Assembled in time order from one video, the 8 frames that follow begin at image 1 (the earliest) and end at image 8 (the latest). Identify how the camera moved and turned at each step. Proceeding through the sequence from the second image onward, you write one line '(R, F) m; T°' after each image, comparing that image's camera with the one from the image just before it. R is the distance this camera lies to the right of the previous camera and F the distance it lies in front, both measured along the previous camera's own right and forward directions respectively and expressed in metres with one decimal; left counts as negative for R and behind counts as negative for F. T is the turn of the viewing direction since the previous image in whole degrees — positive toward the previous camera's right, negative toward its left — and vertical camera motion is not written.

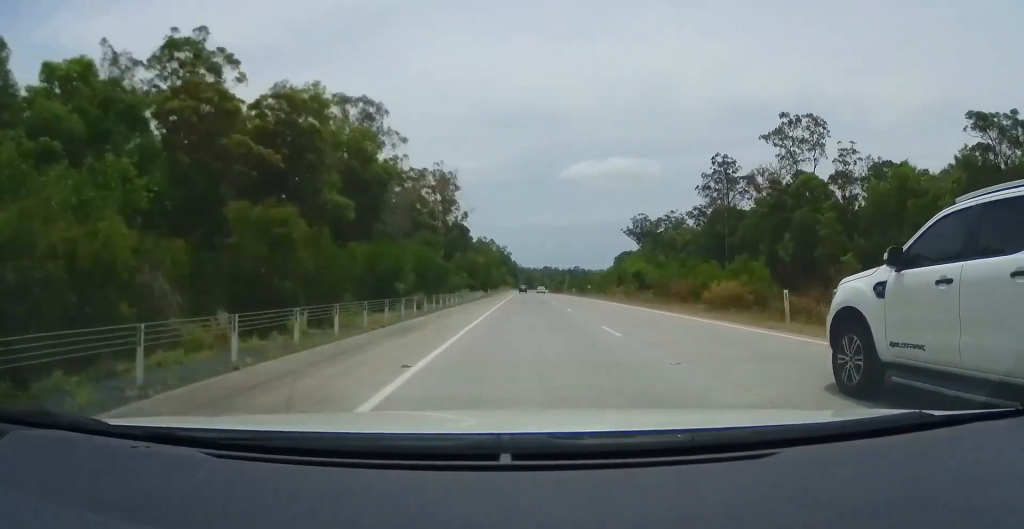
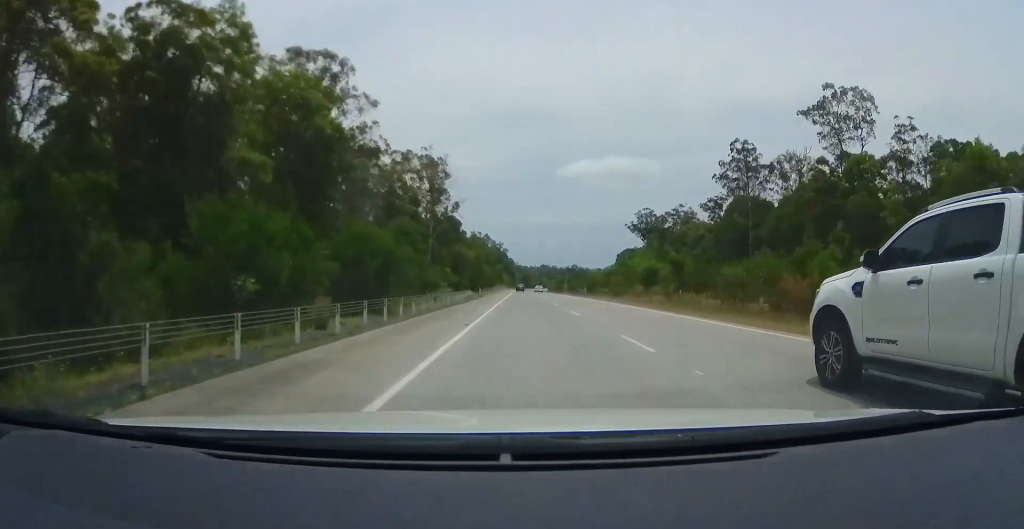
(0.0, +15.7) m; 0°
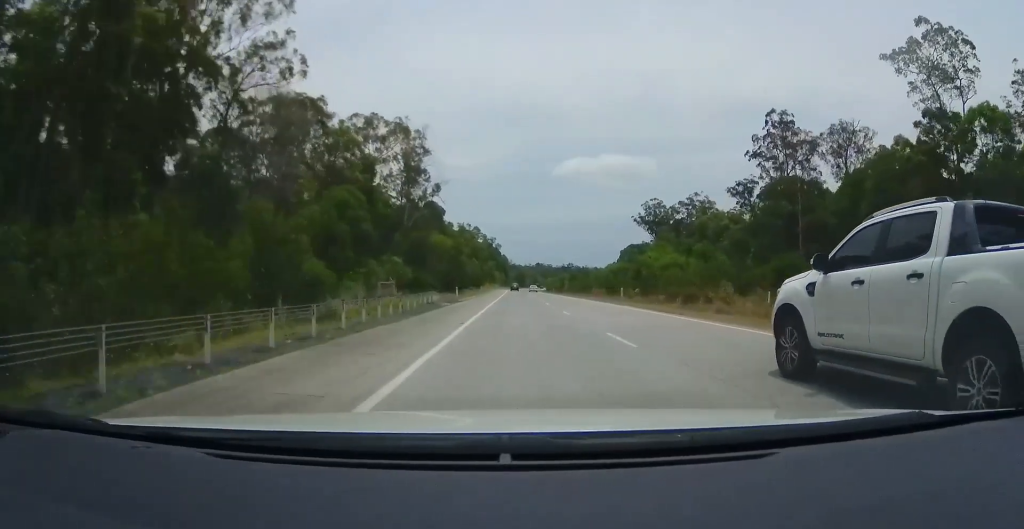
(0.0, +23.0) m; 0°
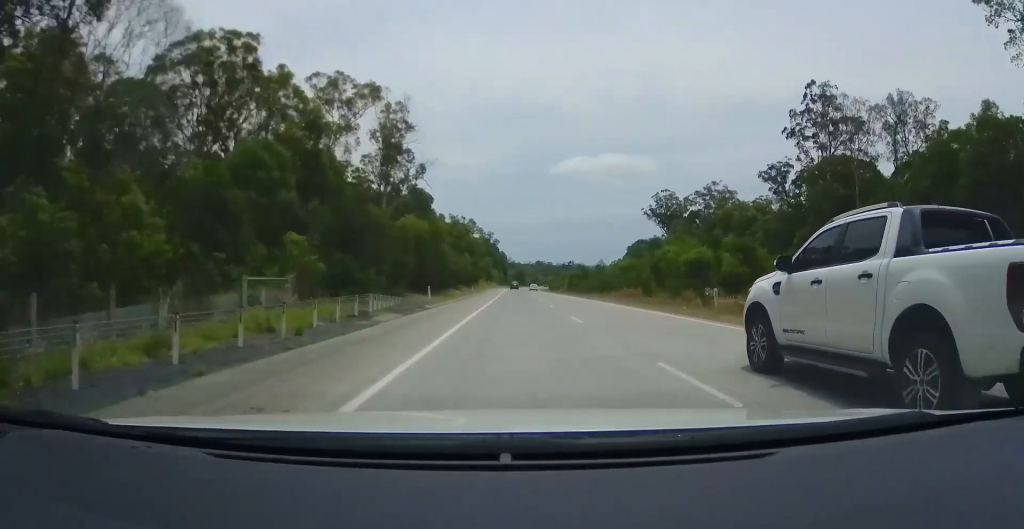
(+0.2, +17.0) m; 0°
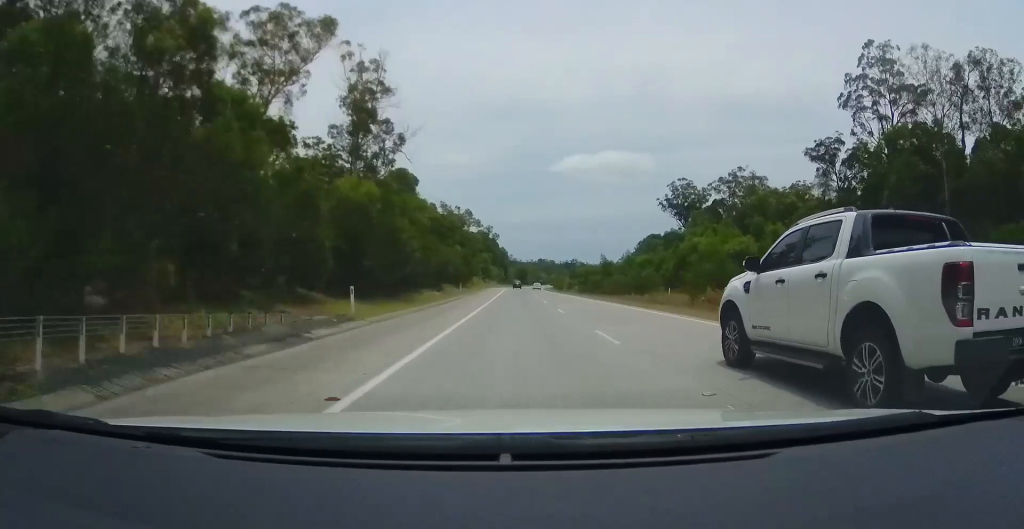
(0.0, +18.2) m; 0°
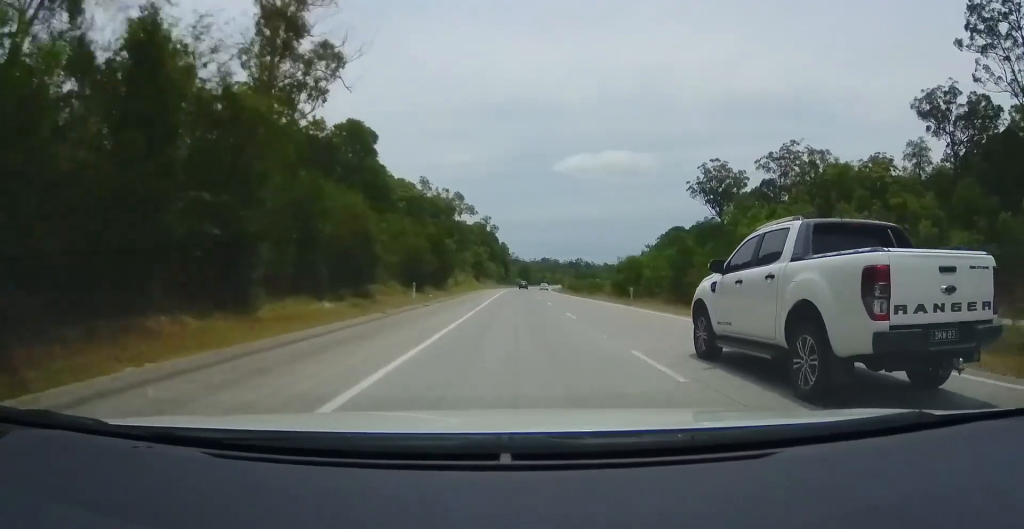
(-0.2, +29.1) m; 0°
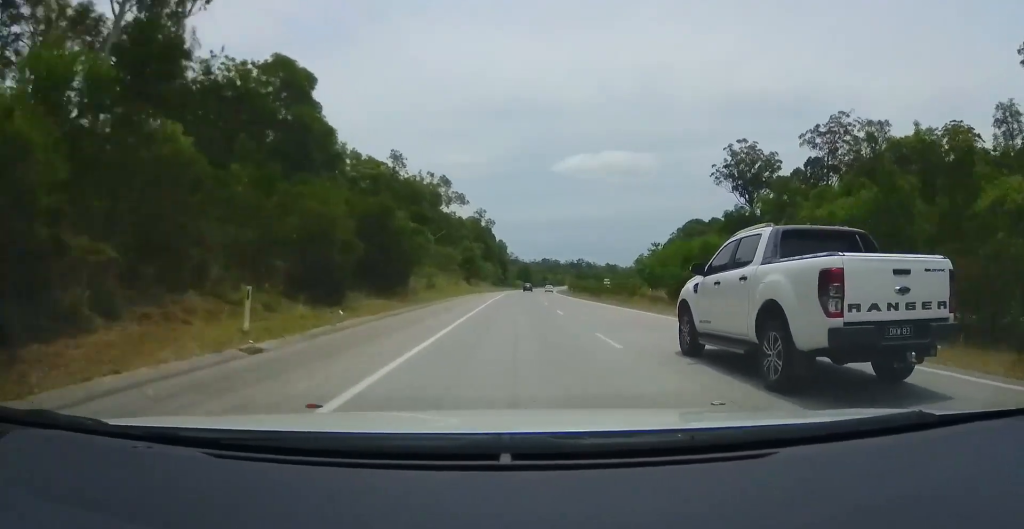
(+0.2, +19.4) m; 0°
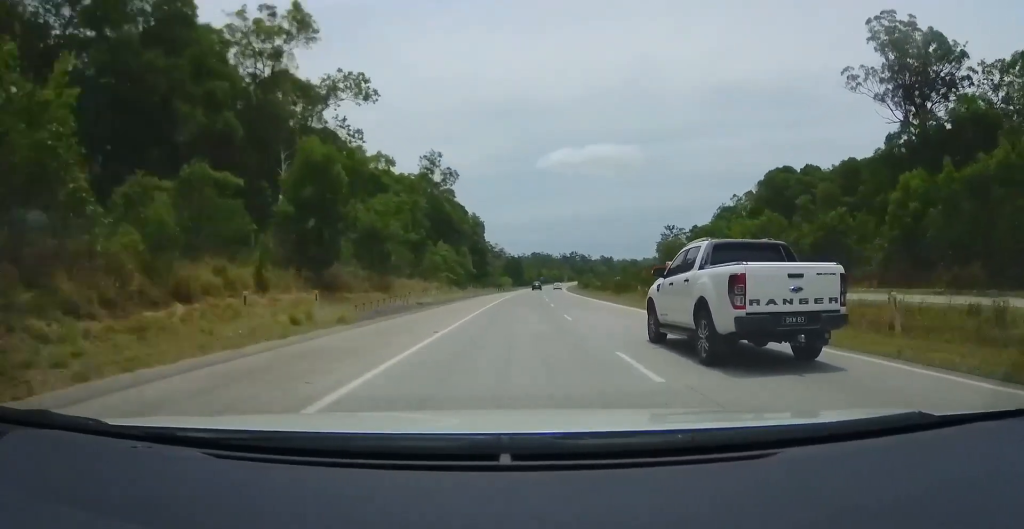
(+0.6, +62.8) m; +1°
